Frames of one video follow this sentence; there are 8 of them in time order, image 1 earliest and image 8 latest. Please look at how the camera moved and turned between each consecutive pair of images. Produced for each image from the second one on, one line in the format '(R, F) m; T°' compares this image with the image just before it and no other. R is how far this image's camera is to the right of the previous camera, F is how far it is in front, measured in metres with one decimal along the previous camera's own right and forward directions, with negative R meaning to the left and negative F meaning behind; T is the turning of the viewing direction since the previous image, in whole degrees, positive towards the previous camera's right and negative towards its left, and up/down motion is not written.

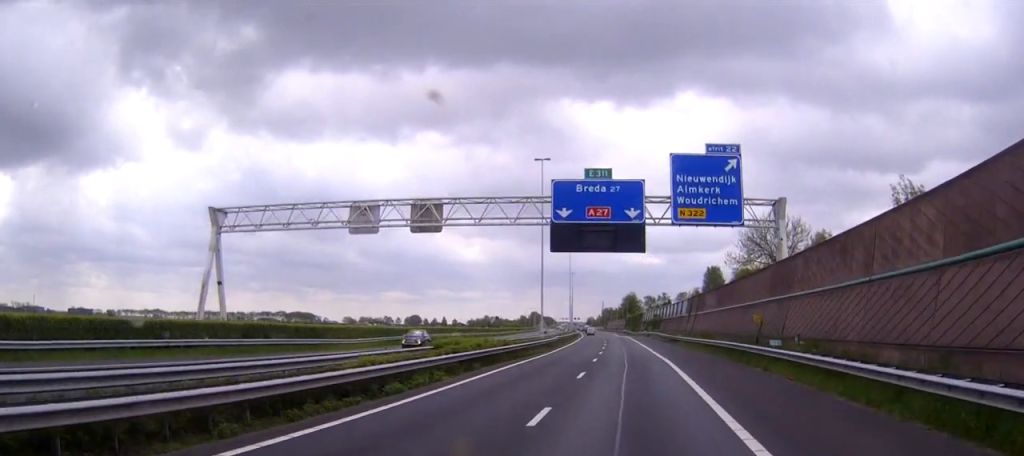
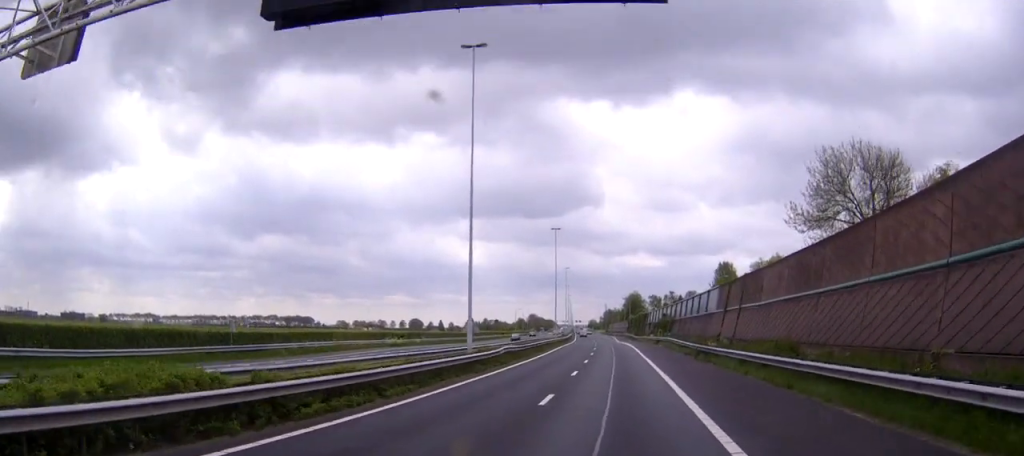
(-0.2, +31.1) m; -1°
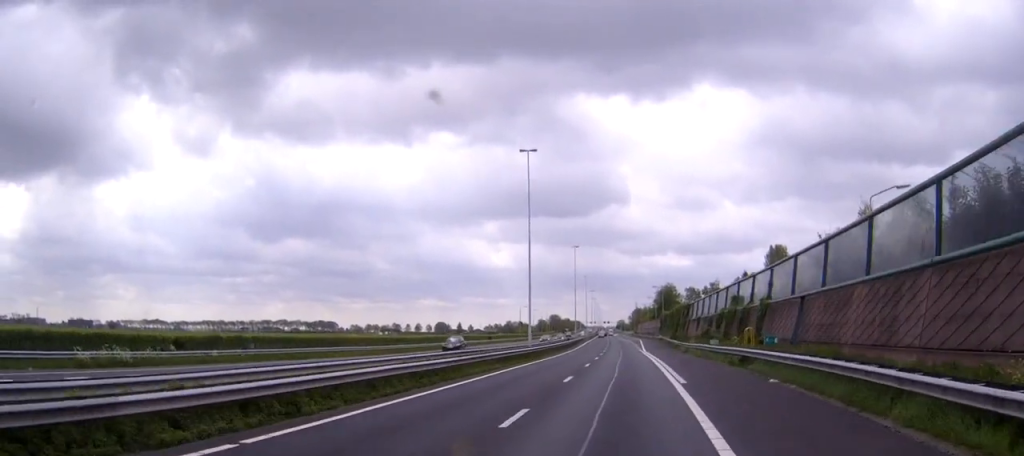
(-1.5, +53.1) m; -3°
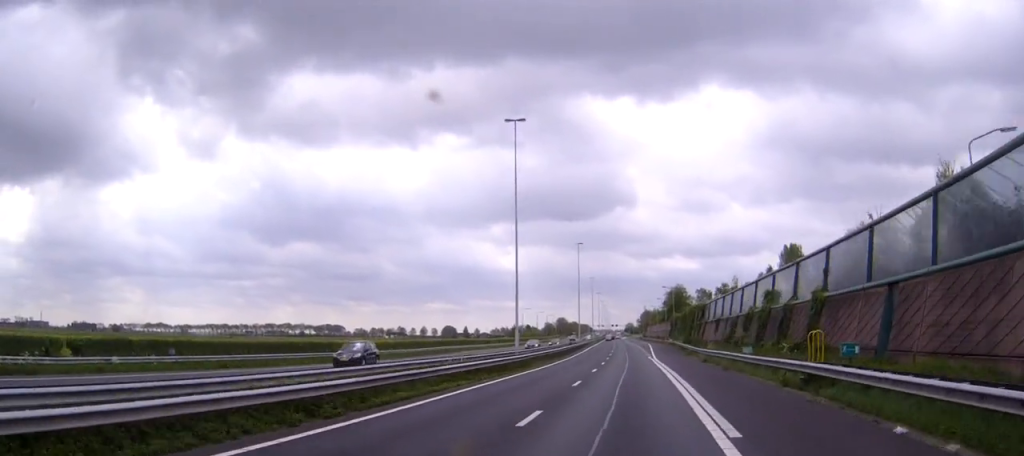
(+0.1, +11.0) m; 0°
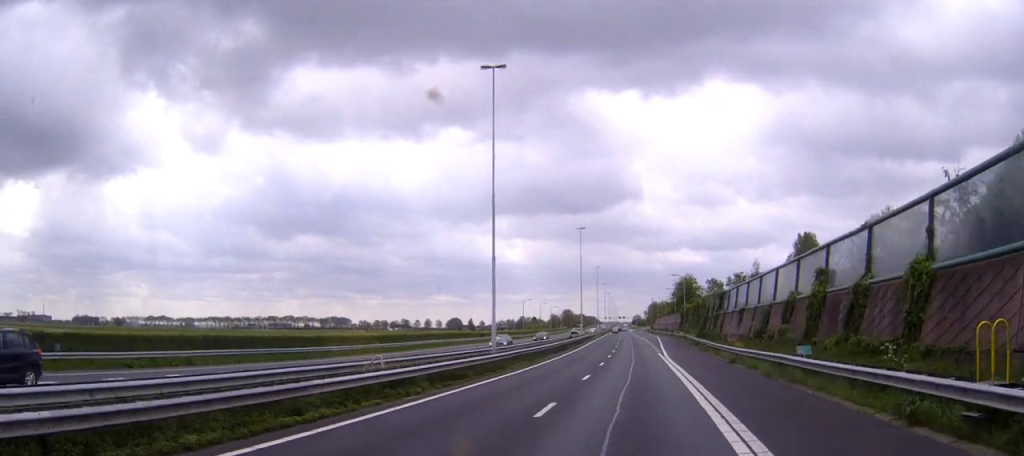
(-0.1, +11.1) m; 0°
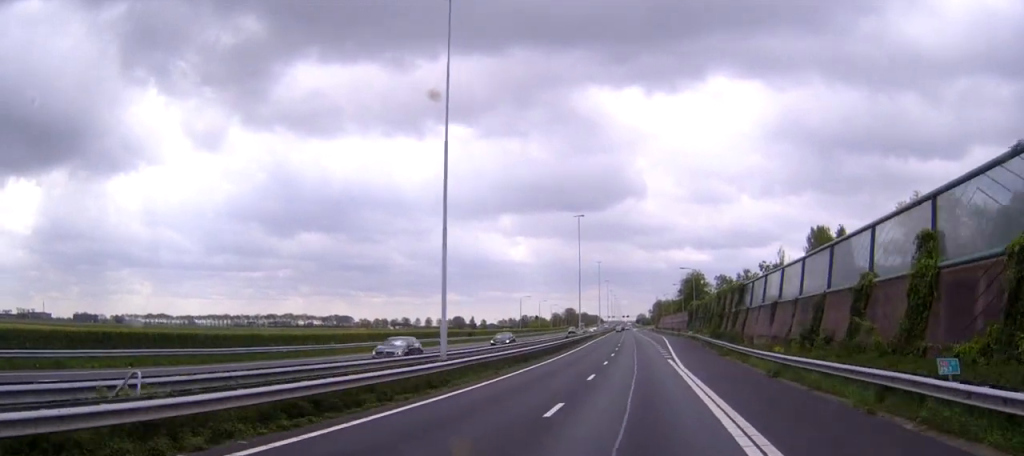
(-0.1, +11.9) m; 0°
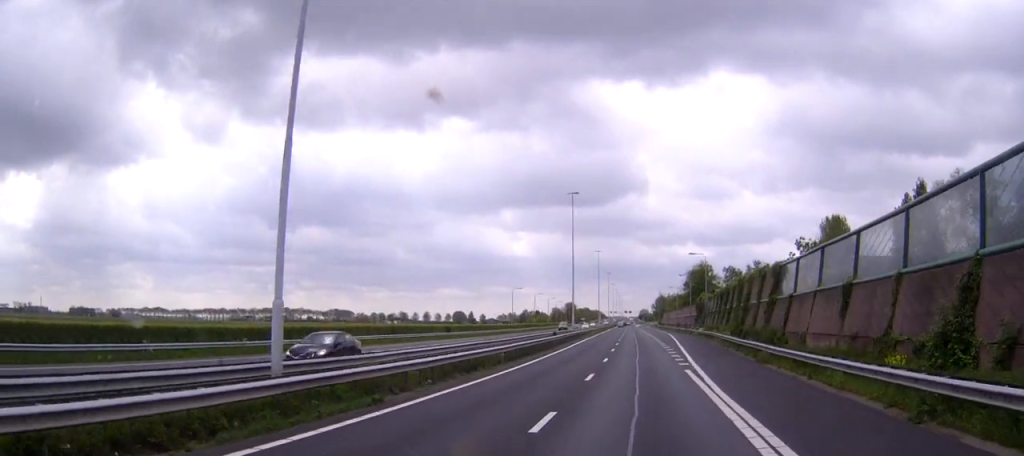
(0.0, +15.0) m; 0°
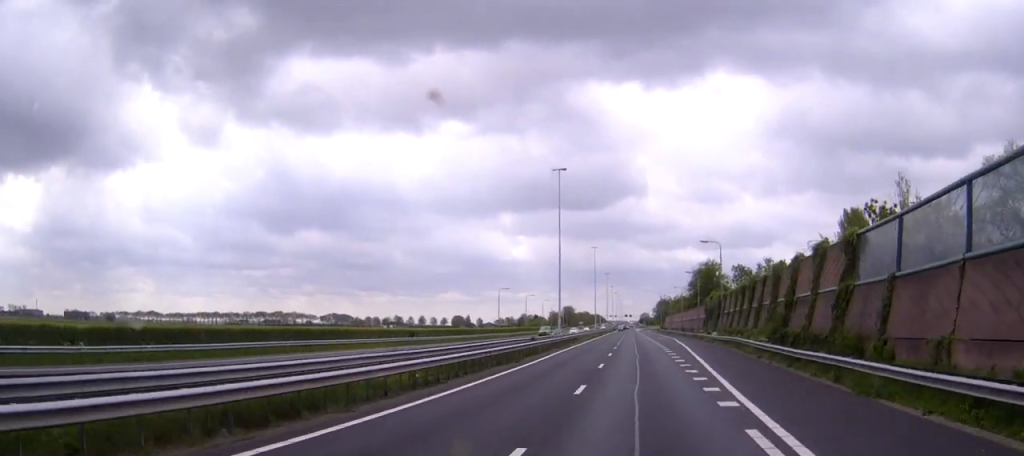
(0.0, +16.6) m; 0°
